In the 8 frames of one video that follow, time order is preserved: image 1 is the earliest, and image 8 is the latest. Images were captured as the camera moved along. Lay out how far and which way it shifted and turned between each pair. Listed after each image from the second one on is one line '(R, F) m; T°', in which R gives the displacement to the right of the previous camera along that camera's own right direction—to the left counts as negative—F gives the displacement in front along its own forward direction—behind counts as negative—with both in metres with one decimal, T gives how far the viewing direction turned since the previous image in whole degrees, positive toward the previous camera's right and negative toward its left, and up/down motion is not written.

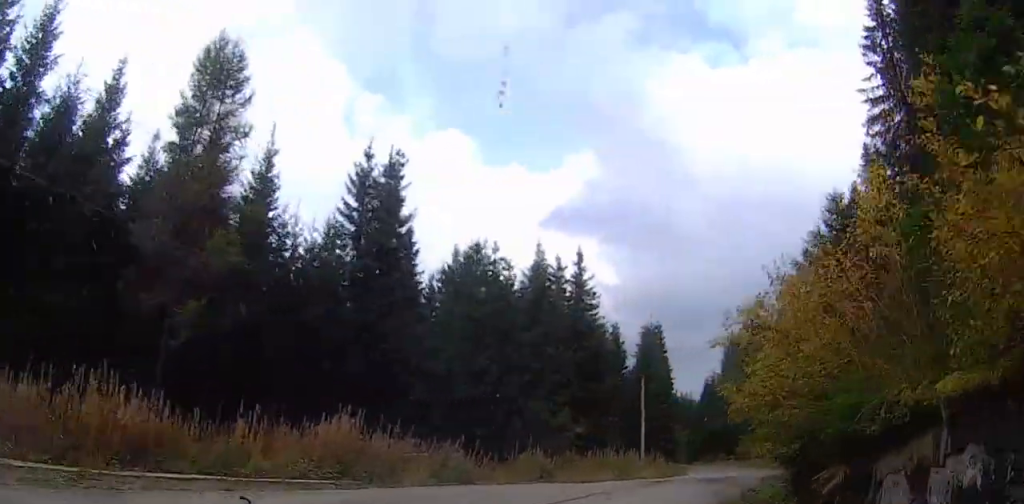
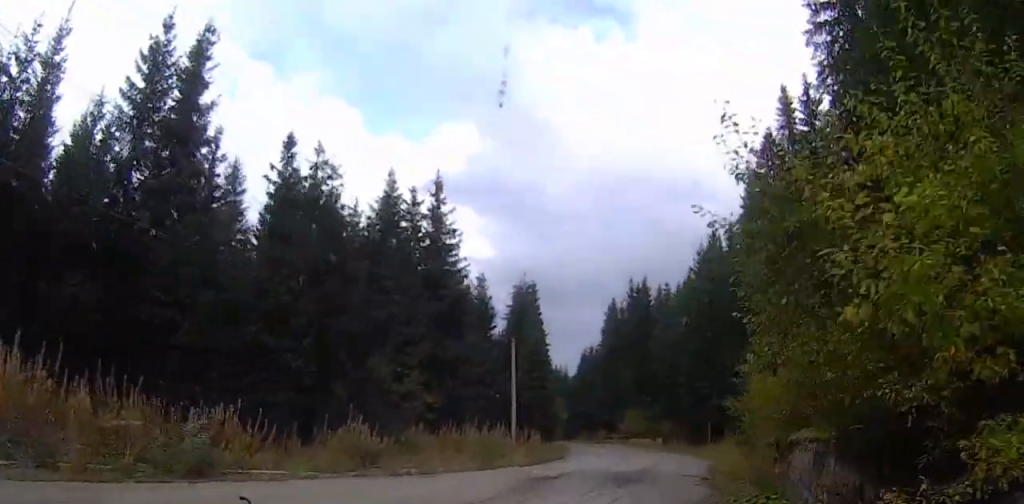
(+0.7, +11.2) m; +5°
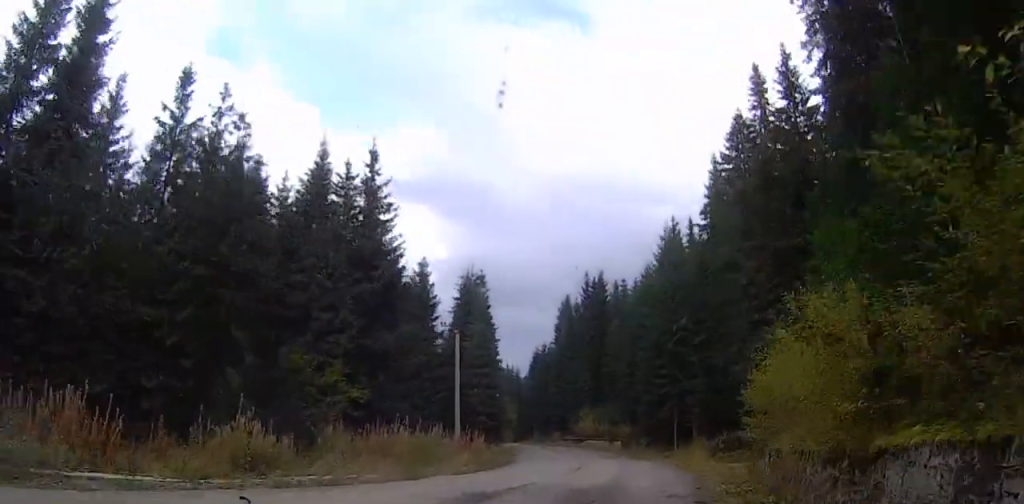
(-0.1, +5.4) m; +2°
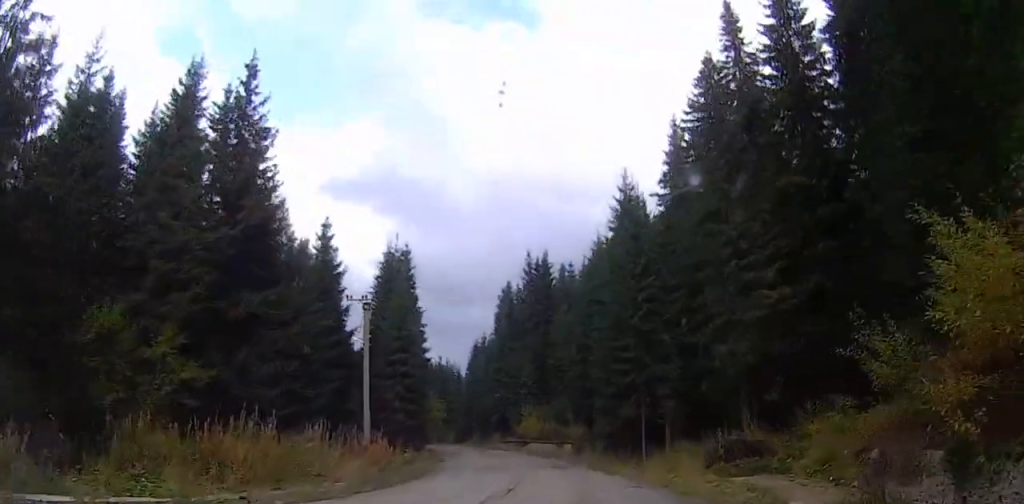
(+0.4, +10.5) m; +4°
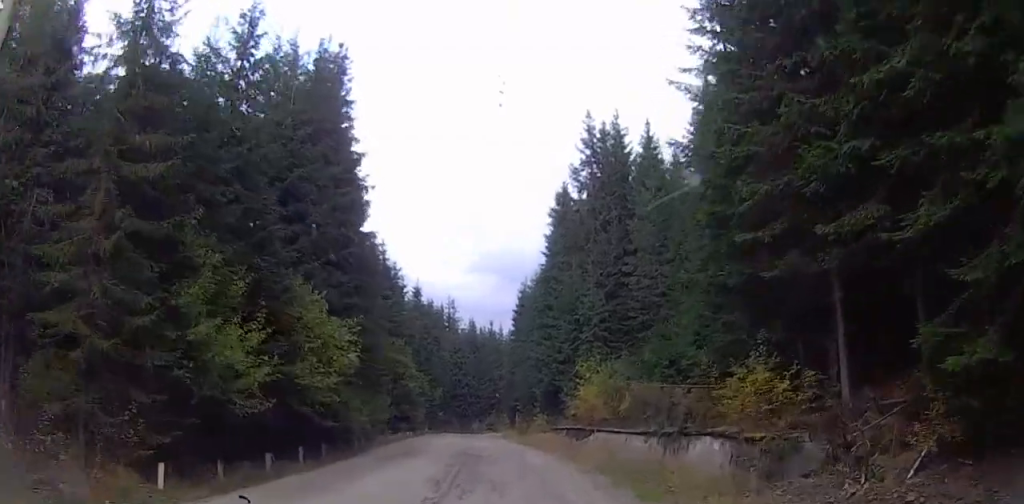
(+1.7, +34.5) m; -1°
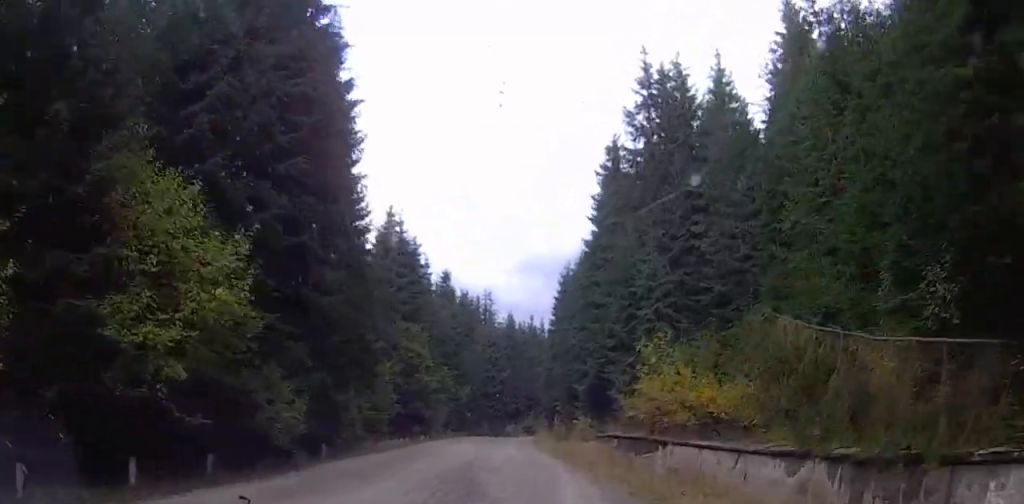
(-0.5, +10.0) m; -4°
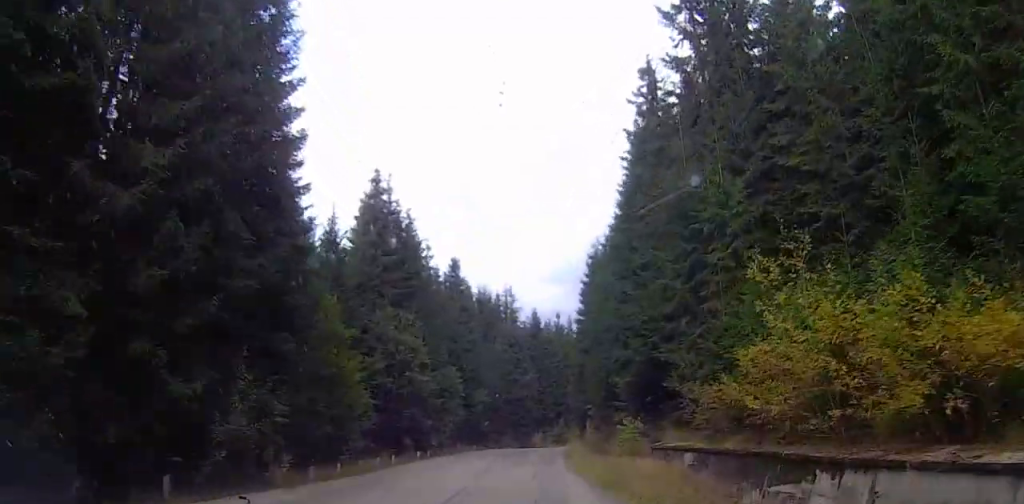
(-0.5, +10.6) m; -3°
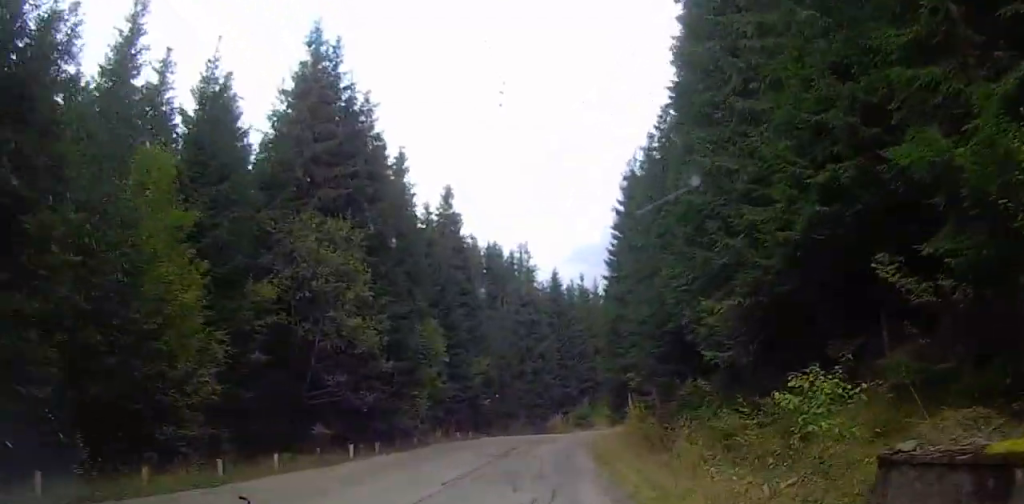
(-0.3, +15.9) m; -1°
